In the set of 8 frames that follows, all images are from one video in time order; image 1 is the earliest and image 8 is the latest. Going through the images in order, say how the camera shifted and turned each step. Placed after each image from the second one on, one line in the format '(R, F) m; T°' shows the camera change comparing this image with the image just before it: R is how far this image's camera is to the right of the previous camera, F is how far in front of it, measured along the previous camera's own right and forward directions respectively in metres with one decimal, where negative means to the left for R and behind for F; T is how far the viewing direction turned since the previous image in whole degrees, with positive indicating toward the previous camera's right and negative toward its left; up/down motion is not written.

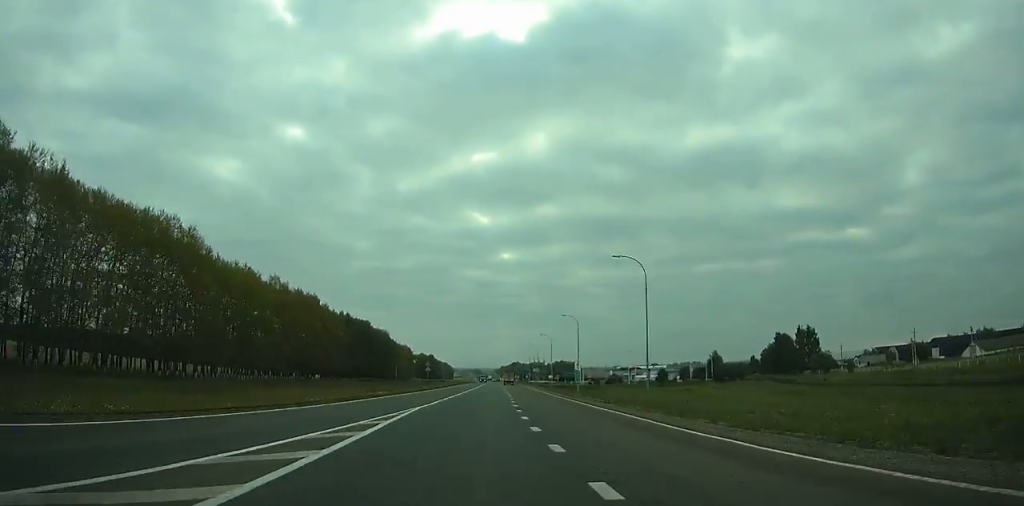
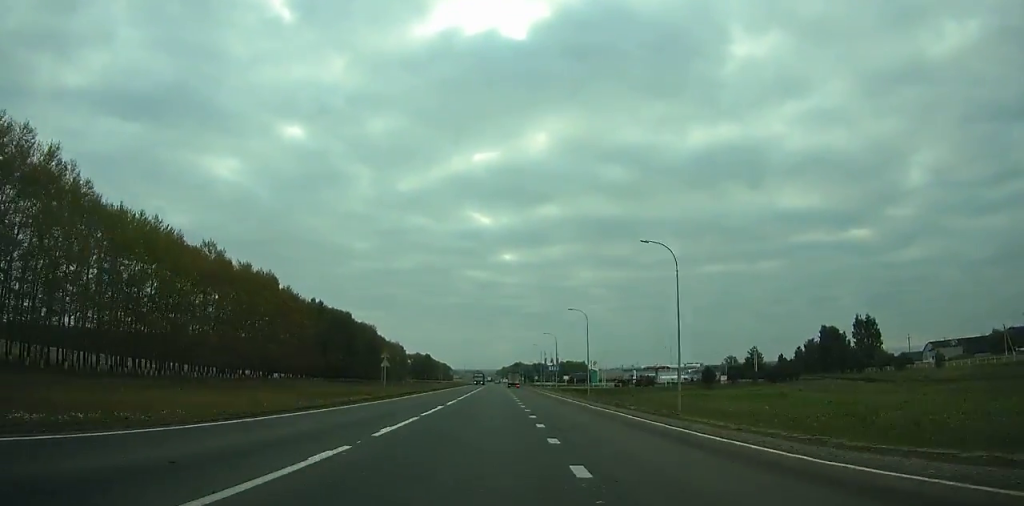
(-0.1, +33.8) m; 0°
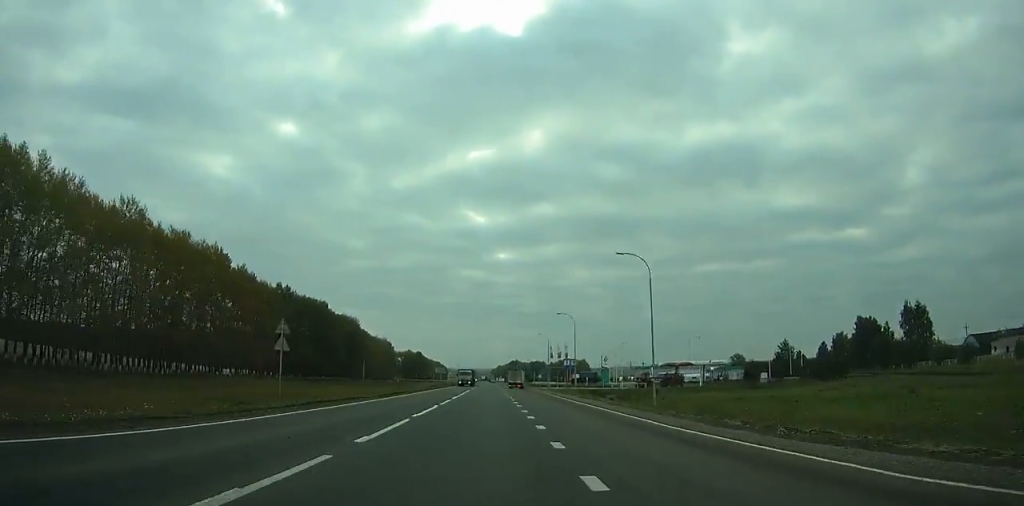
(-0.1, +25.5) m; 0°
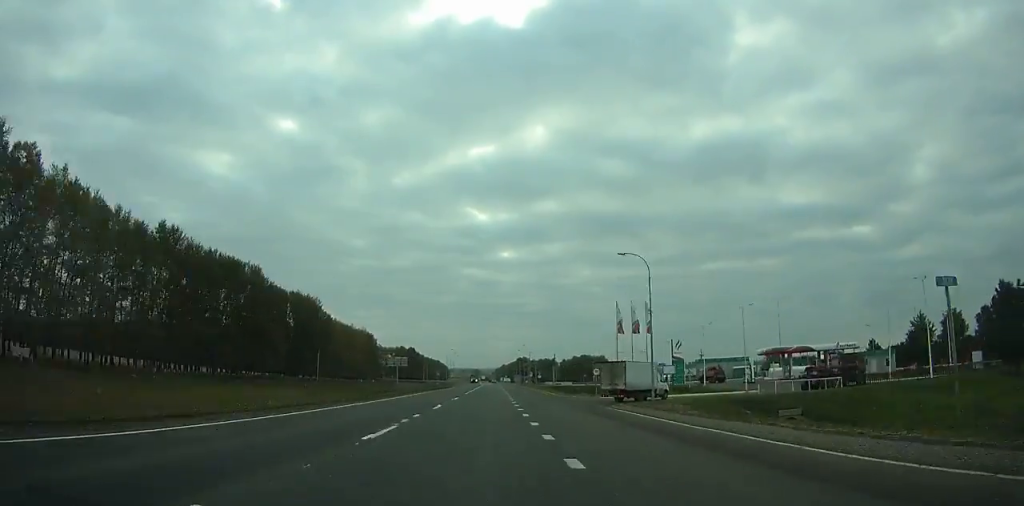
(-0.1, +58.0) m; 0°
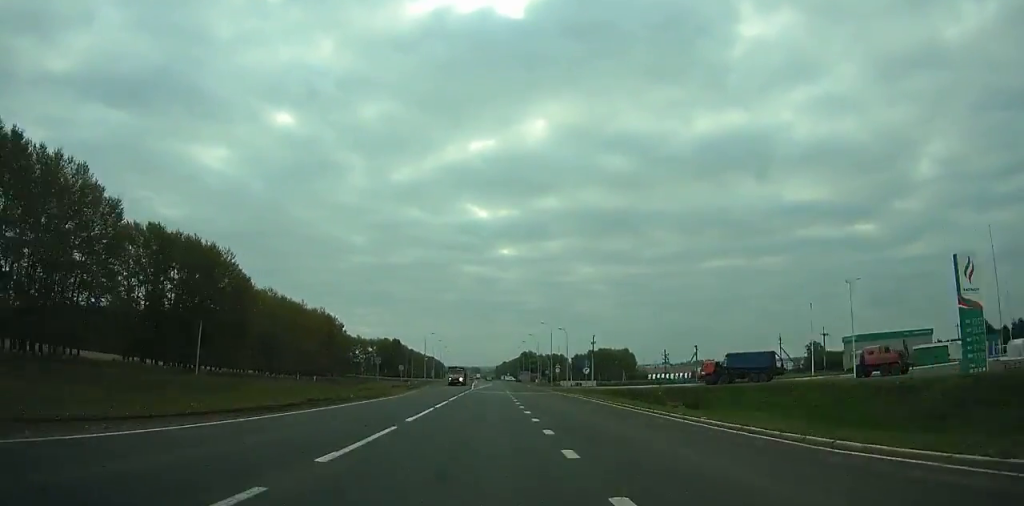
(-0.1, +63.0) m; 0°
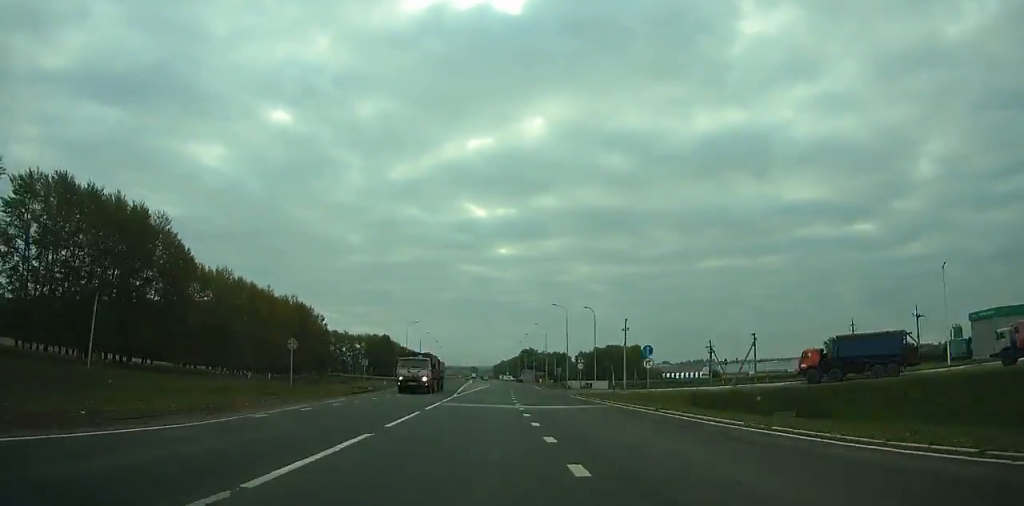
(0.0, +26.3) m; 0°
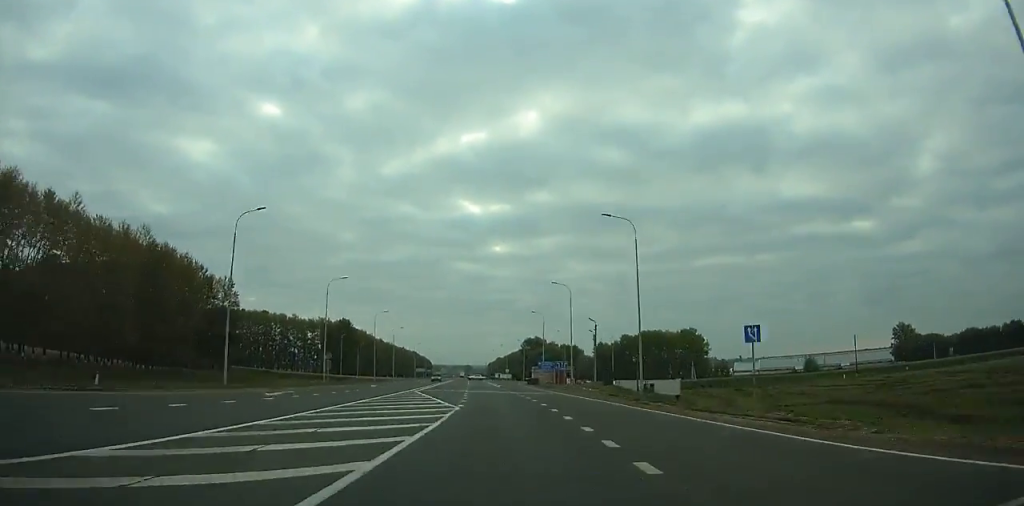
(+0.2, +74.9) m; 0°
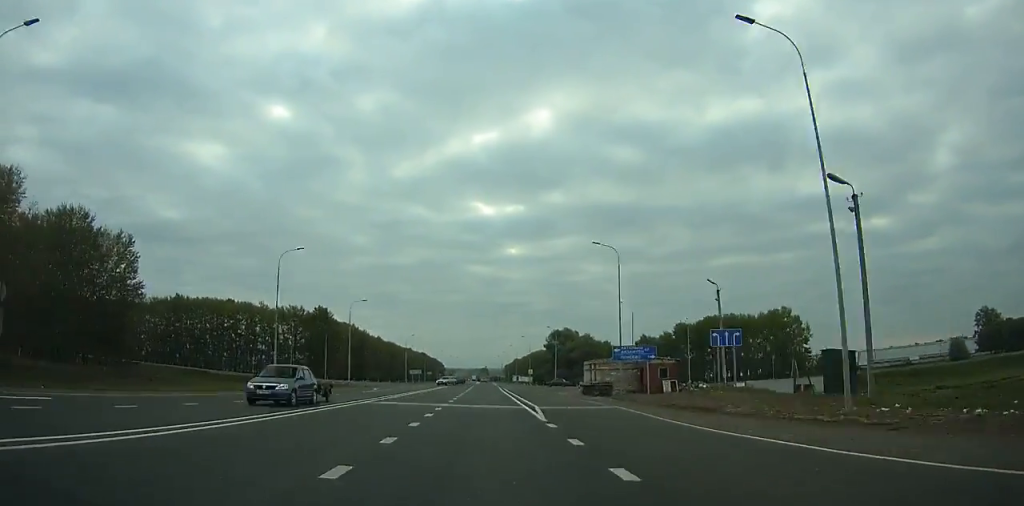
(+0.3, +51.0) m; -1°
